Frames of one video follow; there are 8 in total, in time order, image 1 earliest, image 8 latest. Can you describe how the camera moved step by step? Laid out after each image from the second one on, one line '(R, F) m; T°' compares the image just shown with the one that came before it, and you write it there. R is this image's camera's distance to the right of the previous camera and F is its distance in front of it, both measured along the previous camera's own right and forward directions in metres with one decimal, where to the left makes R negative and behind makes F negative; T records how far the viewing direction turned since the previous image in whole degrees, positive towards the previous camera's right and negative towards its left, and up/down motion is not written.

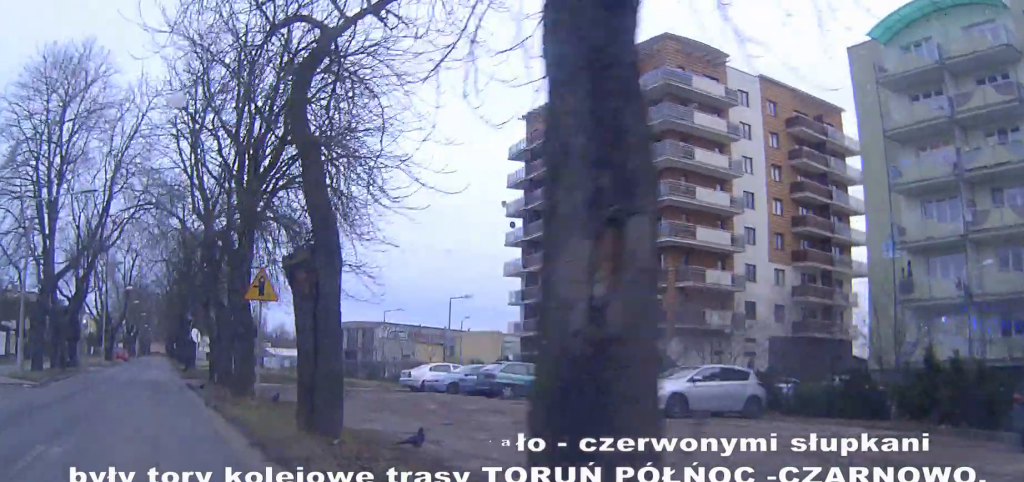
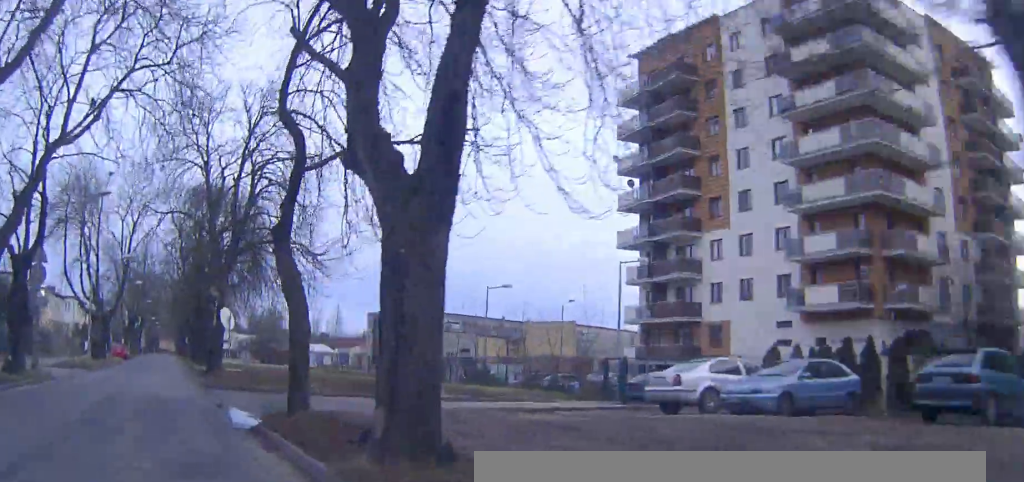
(-0.3, +18.6) m; 0°
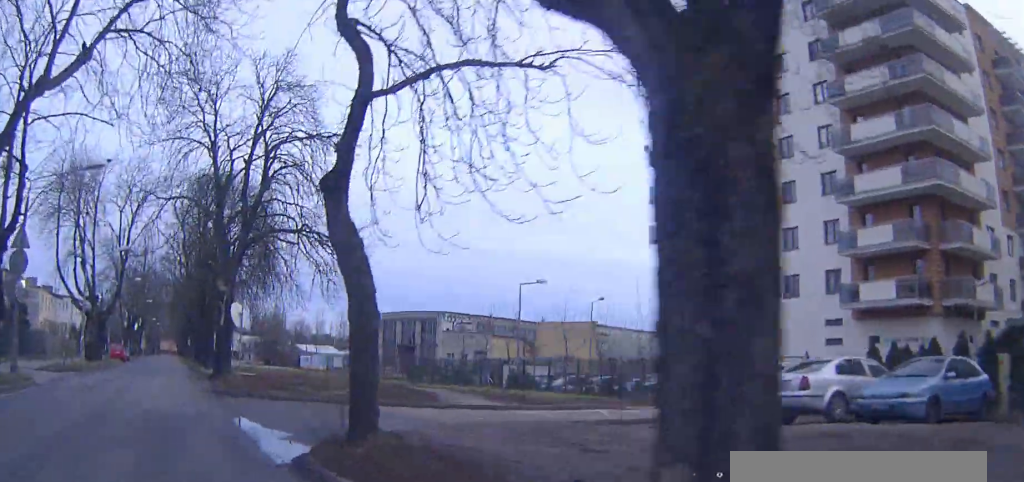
(0.0, +4.2) m; +1°
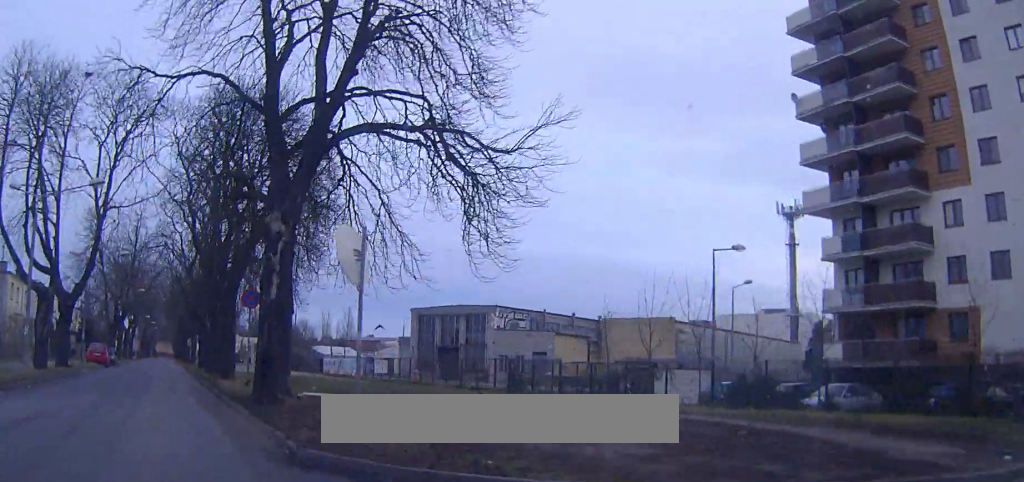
(+0.2, +16.5) m; -1°
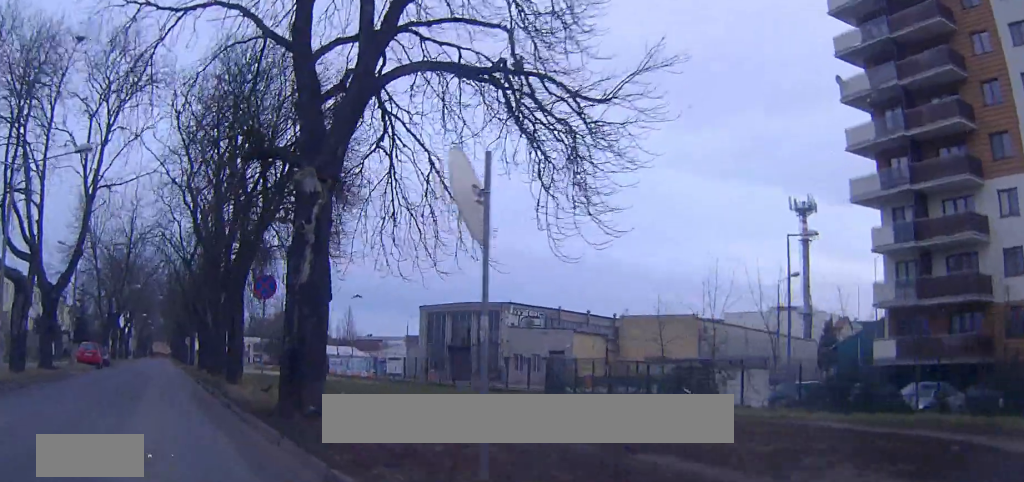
(0.0, +4.1) m; 0°
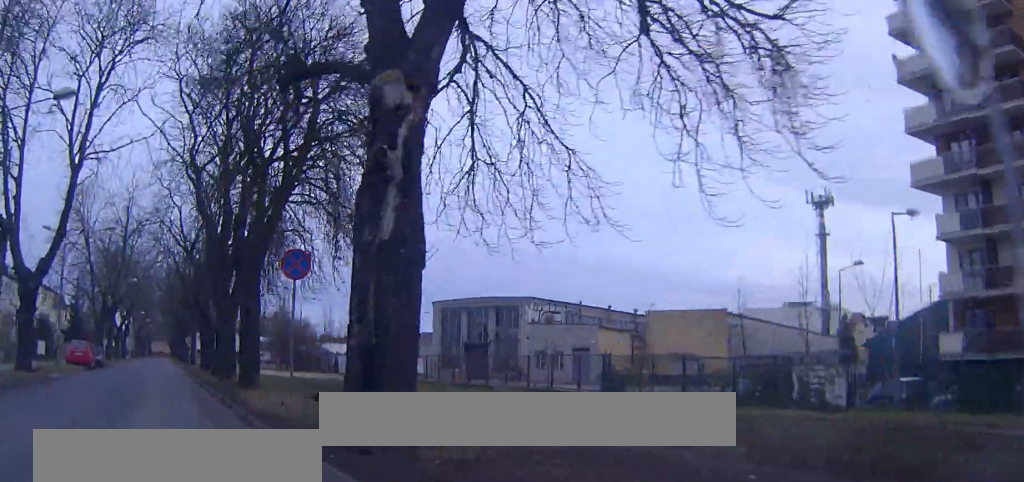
(0.0, +4.7) m; 0°
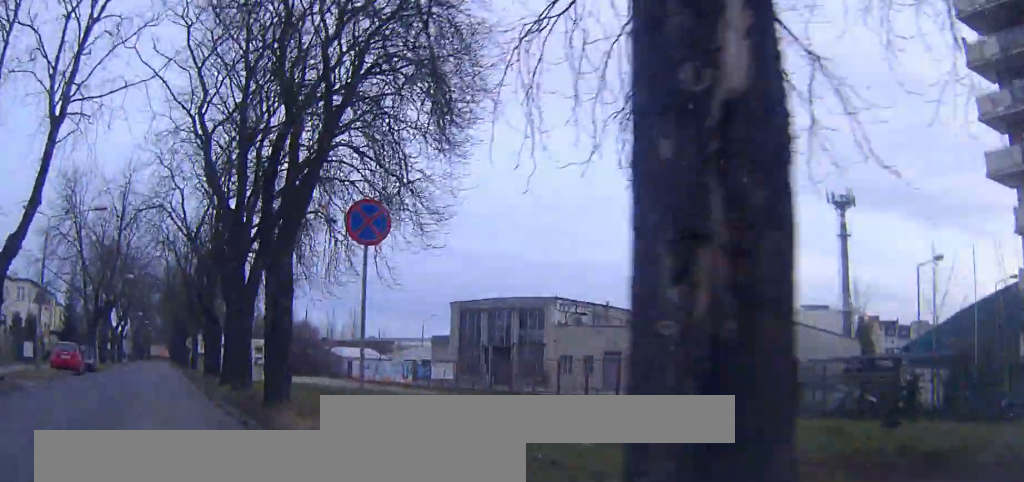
(0.0, +5.3) m; 0°
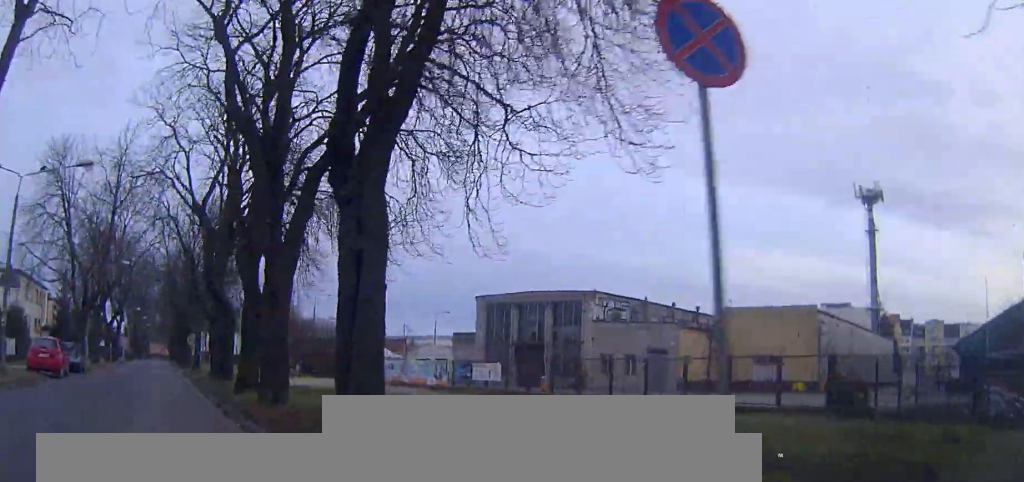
(0.0, +6.5) m; +1°
